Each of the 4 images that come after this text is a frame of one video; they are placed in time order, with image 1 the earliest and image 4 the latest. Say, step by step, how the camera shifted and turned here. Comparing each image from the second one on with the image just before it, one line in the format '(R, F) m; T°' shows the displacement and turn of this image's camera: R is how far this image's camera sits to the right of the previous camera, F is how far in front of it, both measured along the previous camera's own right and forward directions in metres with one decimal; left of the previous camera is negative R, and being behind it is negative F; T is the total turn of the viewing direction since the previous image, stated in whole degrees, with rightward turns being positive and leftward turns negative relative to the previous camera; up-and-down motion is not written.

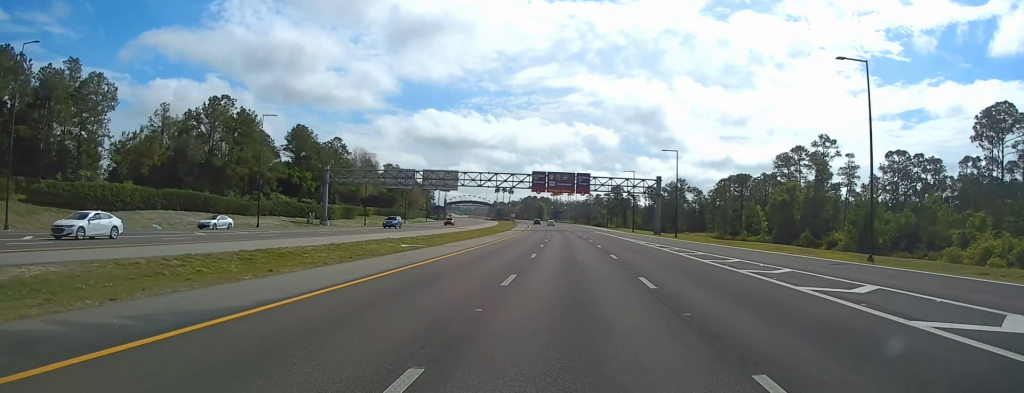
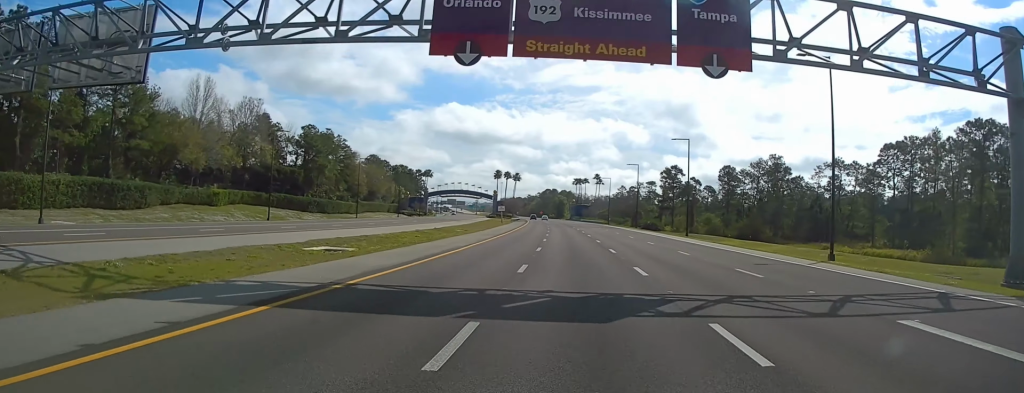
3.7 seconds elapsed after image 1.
(-1.9, +94.3) m; -3°
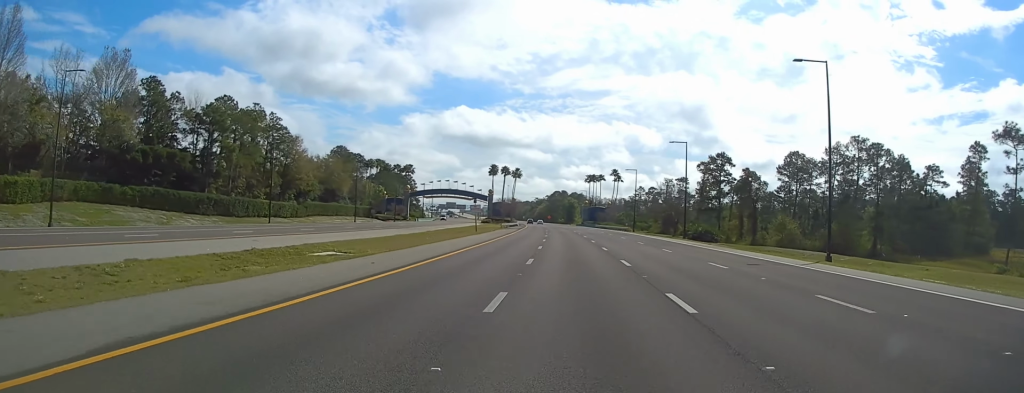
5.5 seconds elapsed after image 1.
(0.0, +44.2) m; -1°
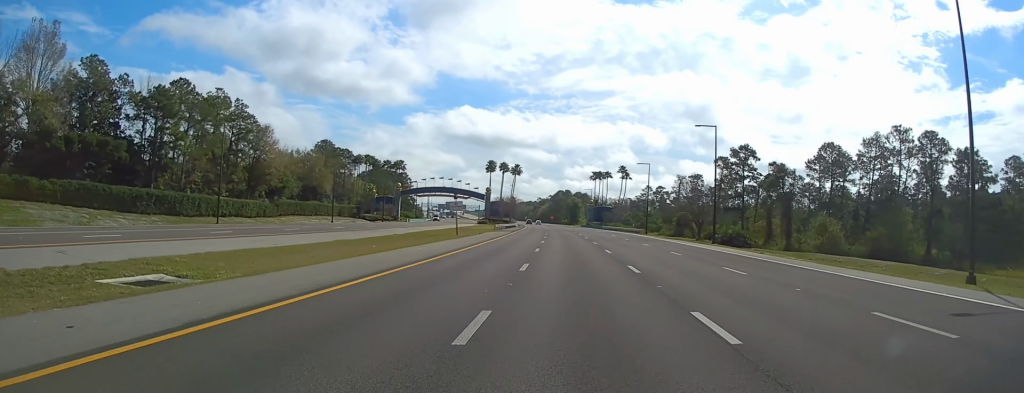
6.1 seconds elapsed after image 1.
(-0.3, +15.3) m; 0°
